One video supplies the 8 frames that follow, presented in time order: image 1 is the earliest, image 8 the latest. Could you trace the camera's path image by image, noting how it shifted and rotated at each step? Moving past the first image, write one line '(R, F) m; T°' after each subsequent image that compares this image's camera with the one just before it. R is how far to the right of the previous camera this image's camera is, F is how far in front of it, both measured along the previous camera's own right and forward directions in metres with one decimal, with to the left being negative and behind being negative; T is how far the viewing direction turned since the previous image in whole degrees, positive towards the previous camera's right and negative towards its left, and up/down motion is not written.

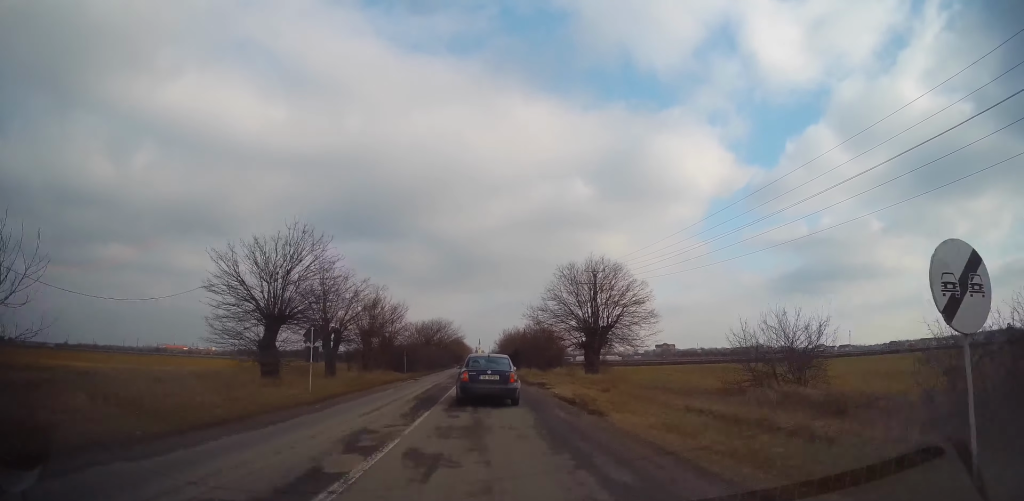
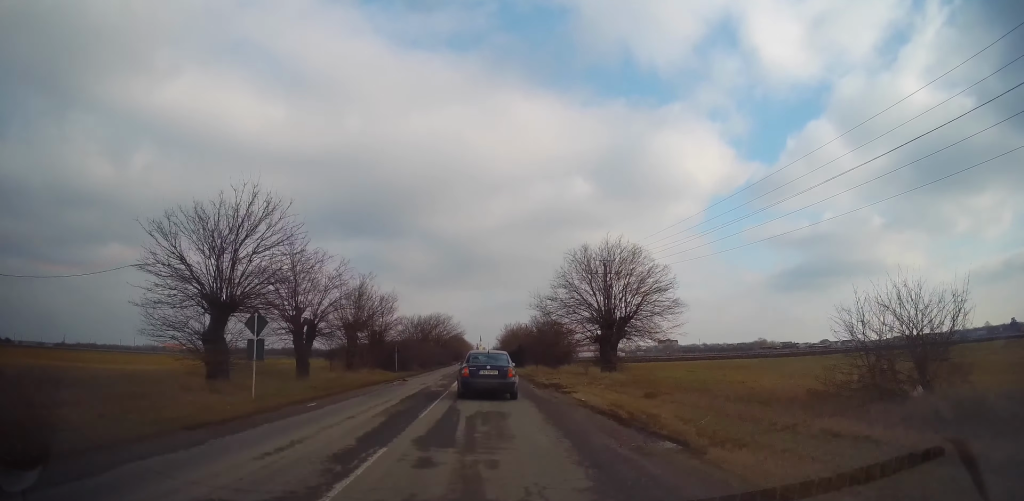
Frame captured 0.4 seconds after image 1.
(0.0, +5.7) m; 0°
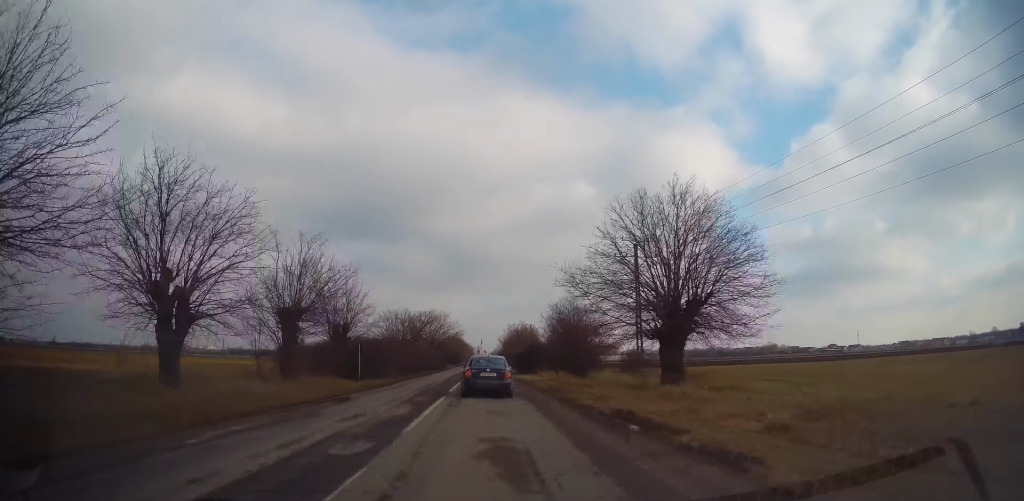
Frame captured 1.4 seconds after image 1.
(0.0, +13.4) m; -1°
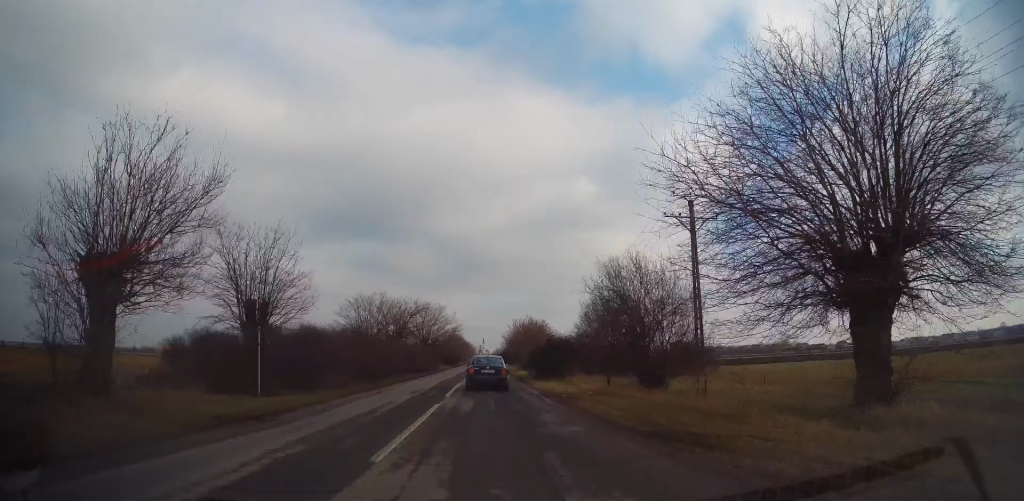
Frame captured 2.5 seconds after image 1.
(-0.2, +14.1) m; 0°
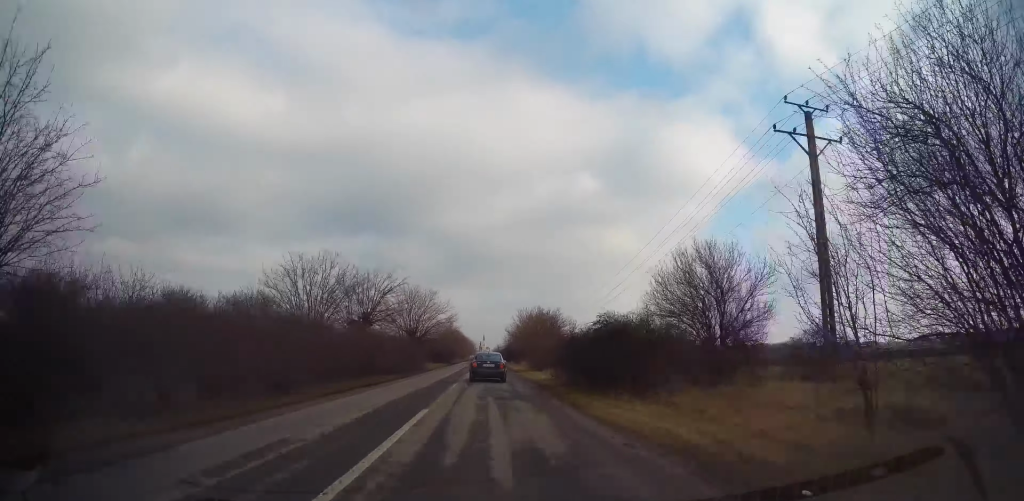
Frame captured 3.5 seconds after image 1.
(+0.4, +15.1) m; +1°
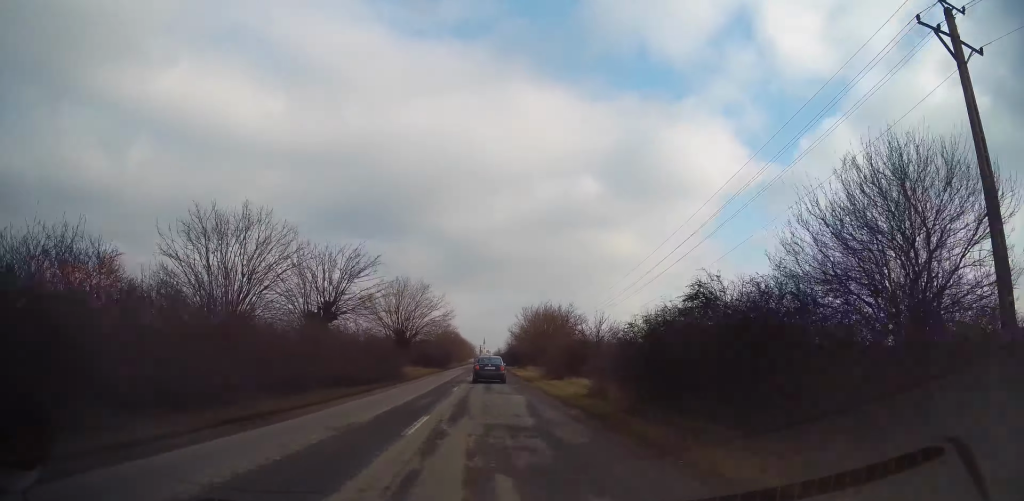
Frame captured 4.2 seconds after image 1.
(0.0, +10.0) m; 0°
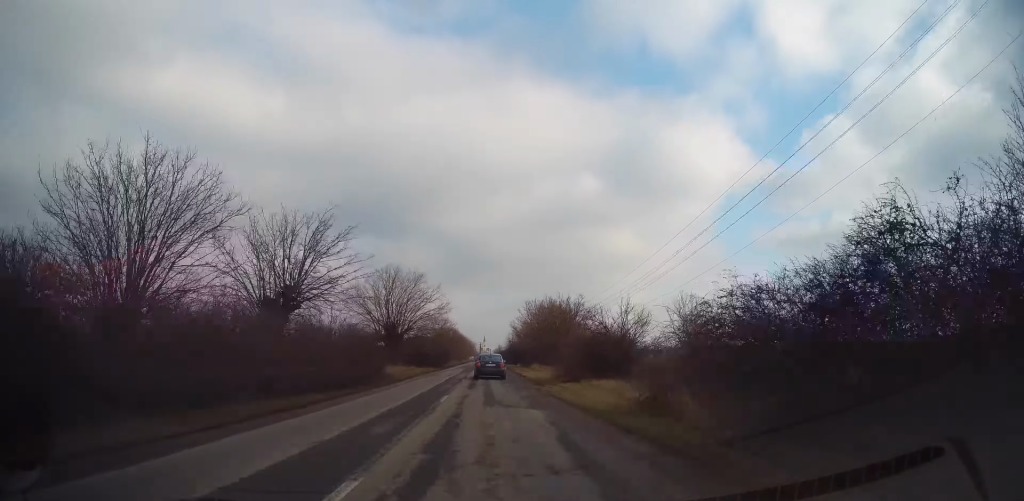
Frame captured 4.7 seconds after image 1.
(0.0, +6.2) m; -1°
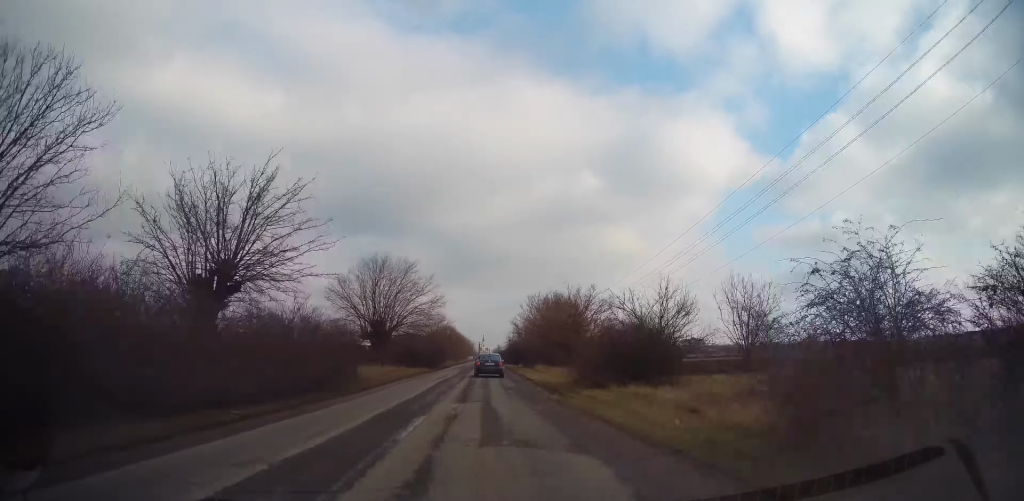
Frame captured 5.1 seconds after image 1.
(0.0, +6.3) m; 0°
